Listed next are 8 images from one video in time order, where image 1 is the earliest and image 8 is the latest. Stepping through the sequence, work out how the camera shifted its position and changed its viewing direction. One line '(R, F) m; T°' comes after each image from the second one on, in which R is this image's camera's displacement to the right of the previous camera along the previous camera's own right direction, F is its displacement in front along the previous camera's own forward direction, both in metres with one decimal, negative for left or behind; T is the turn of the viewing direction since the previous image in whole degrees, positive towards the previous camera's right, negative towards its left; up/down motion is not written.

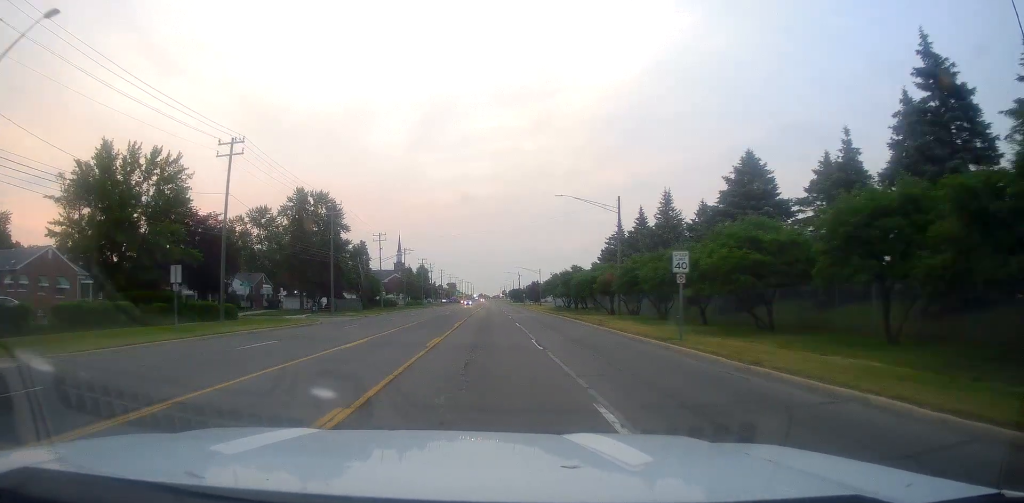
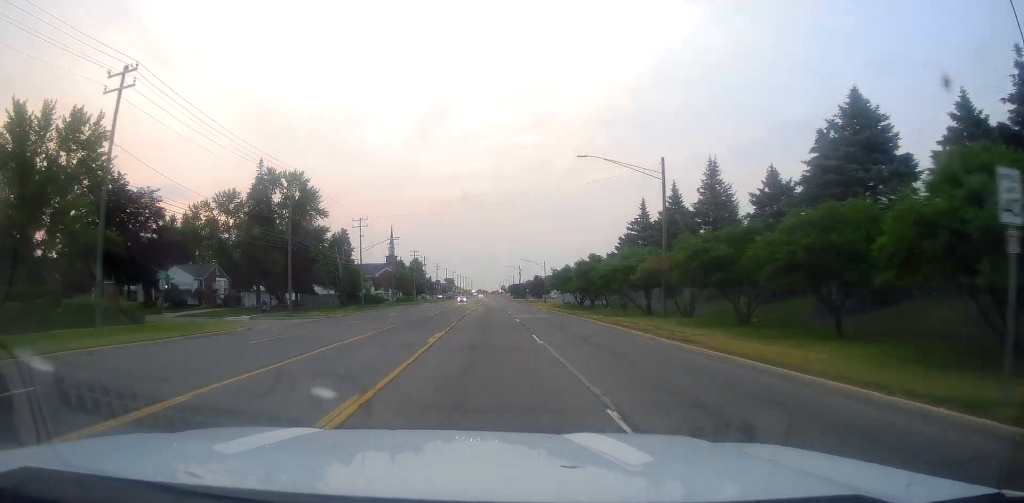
(0.0, +15.1) m; +1°
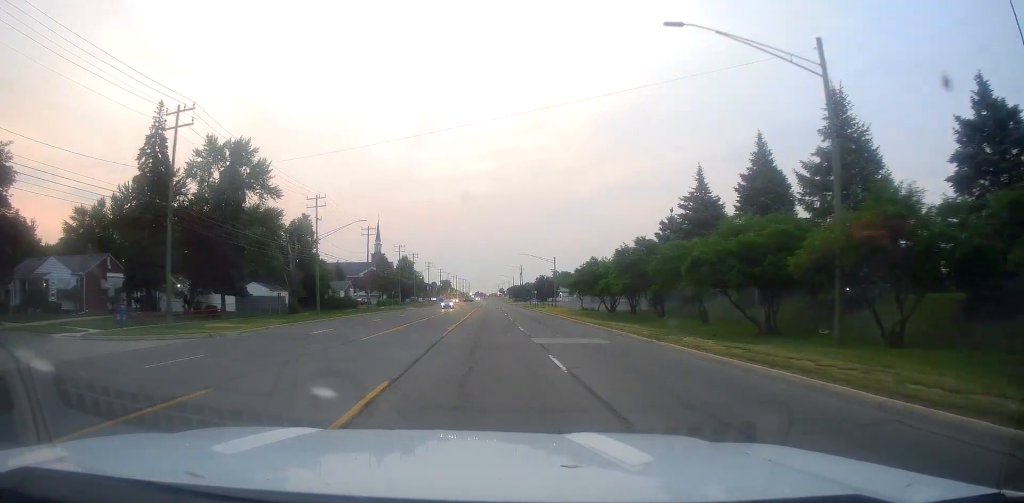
(+0.3, +22.3) m; +1°
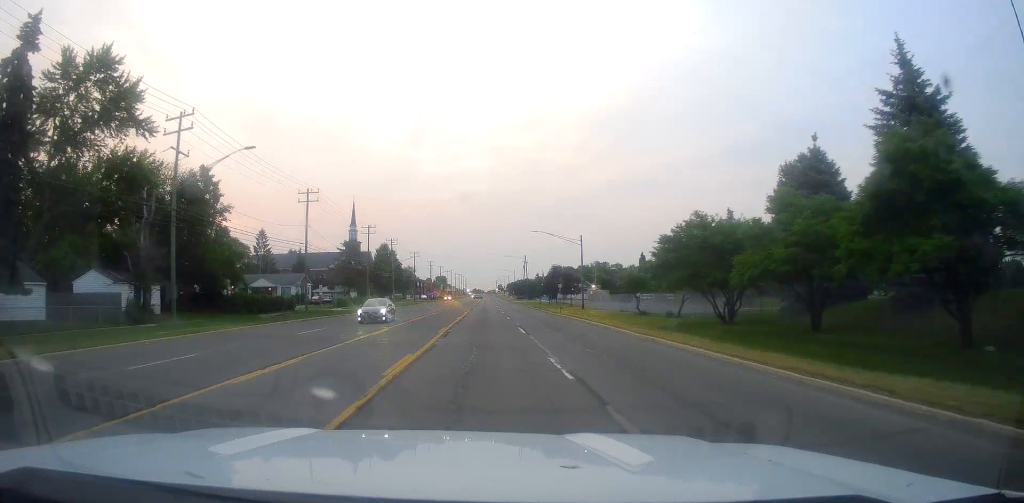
(-0.4, +31.2) m; -1°
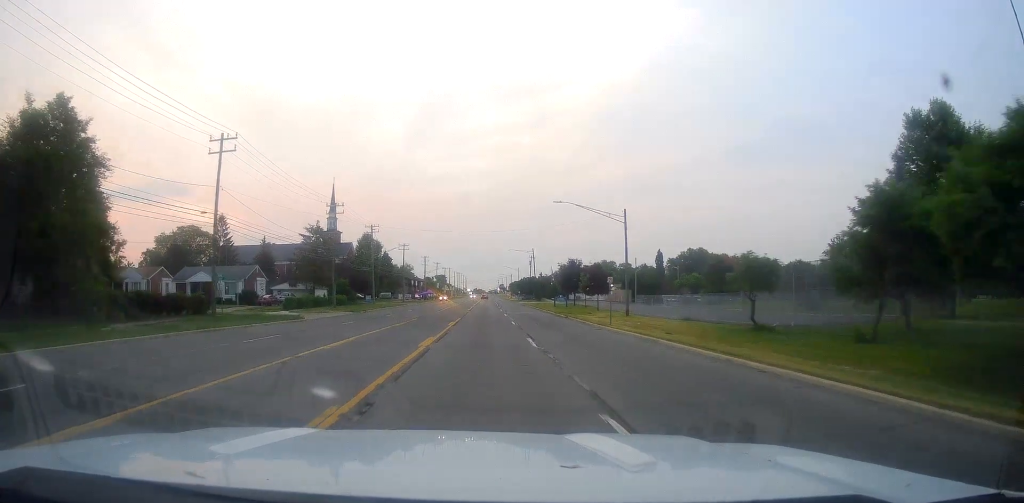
(+0.2, +22.0) m; +1°
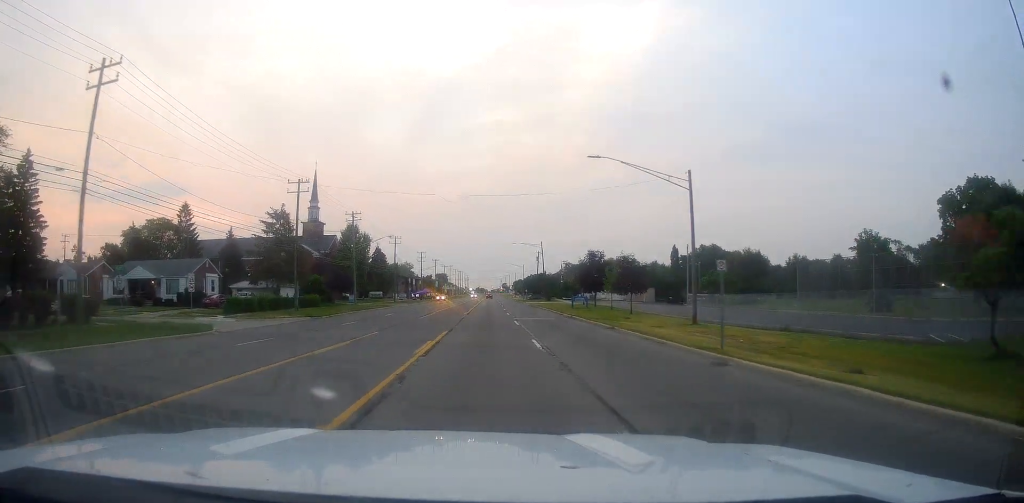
(+0.4, +15.7) m; 0°
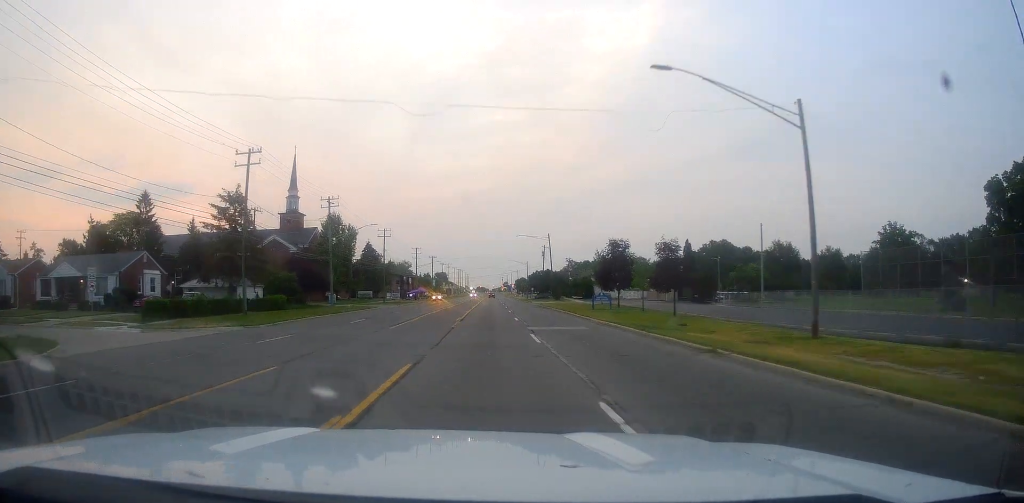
(-0.3, +13.2) m; -1°
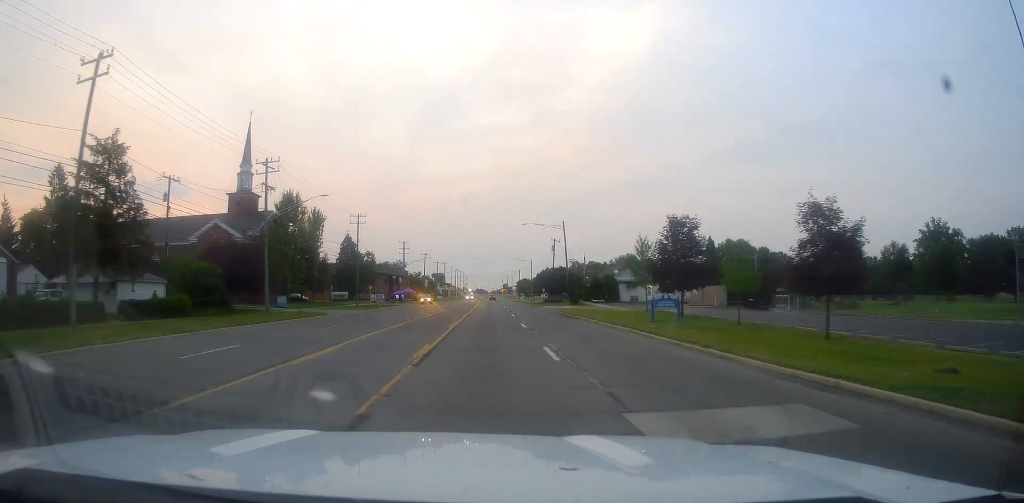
(-0.2, +20.9) m; +1°
